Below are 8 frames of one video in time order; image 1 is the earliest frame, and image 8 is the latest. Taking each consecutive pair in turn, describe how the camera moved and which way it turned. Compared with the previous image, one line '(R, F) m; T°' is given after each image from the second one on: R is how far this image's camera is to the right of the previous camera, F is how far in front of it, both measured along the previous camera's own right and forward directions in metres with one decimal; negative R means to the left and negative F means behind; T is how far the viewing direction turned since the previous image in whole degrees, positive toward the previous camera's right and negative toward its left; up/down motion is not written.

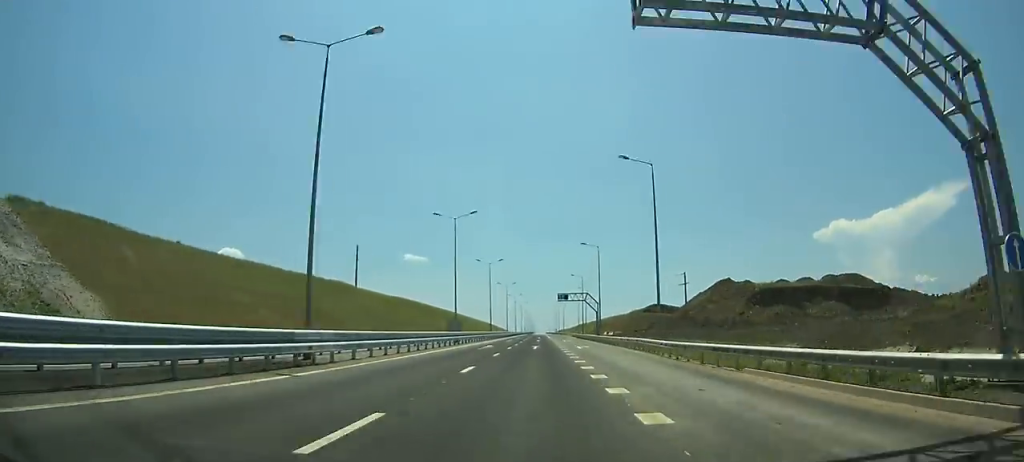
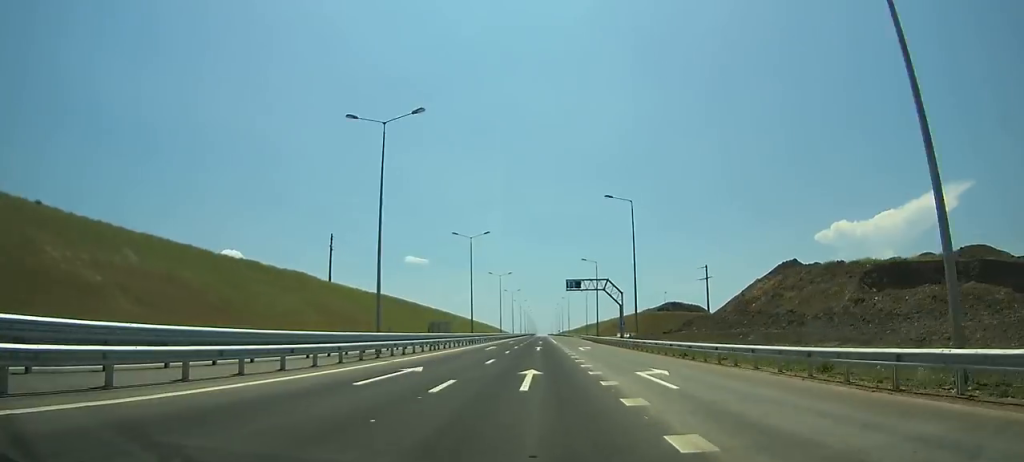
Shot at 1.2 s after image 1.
(0.0, +29.7) m; 0°
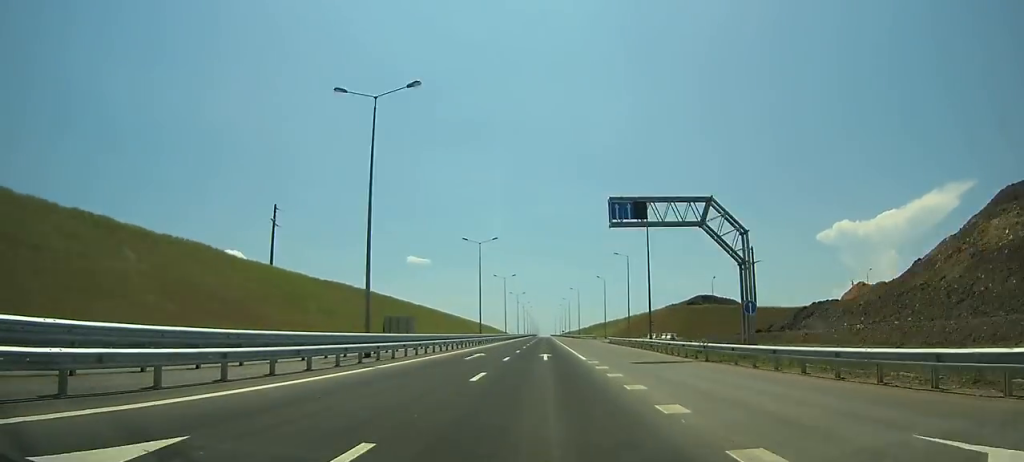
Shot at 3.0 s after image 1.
(0.0, +45.0) m; 0°
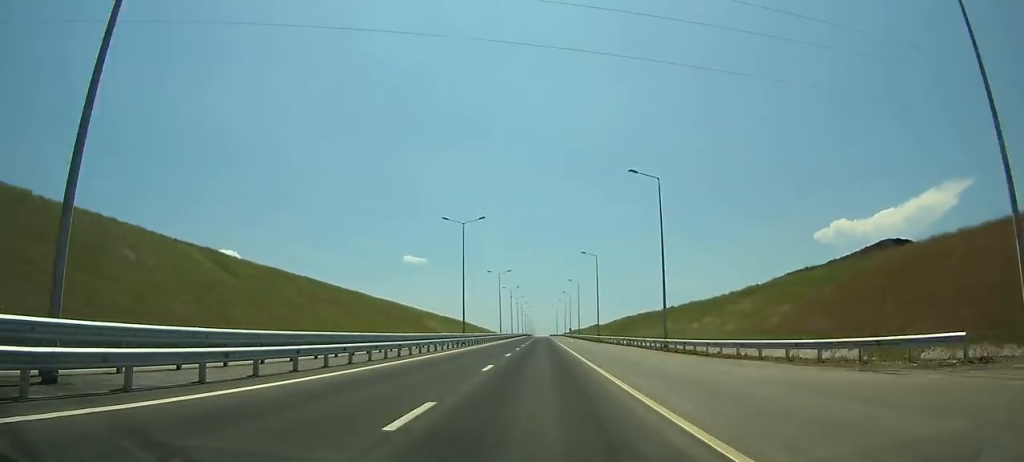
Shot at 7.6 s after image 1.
(0.0, +115.9) m; 0°
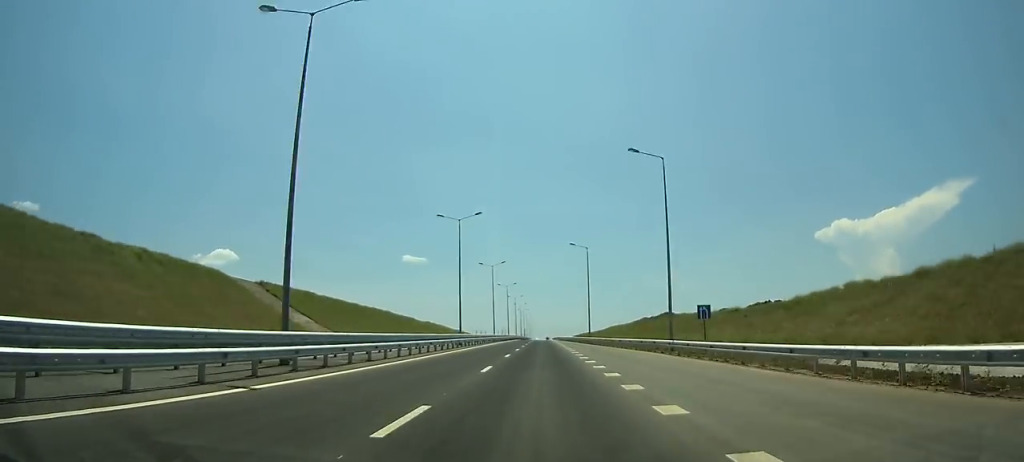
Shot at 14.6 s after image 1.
(+0.1, +179.2) m; 0°
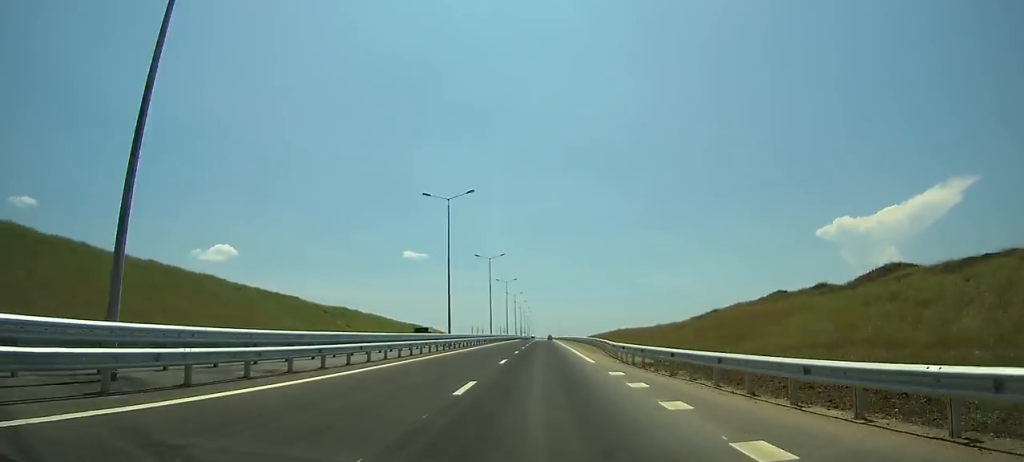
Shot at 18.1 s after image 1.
(0.0, +90.4) m; 0°
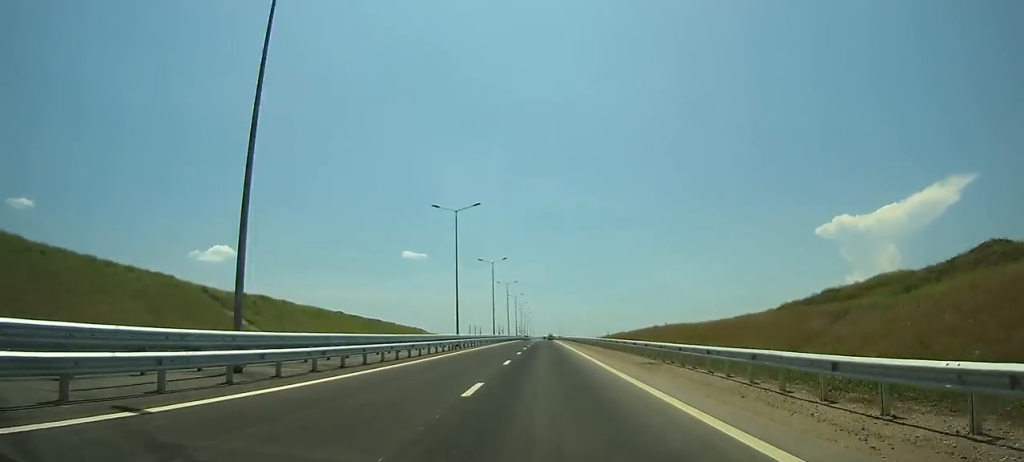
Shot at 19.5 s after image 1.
(0.0, +36.4) m; 0°
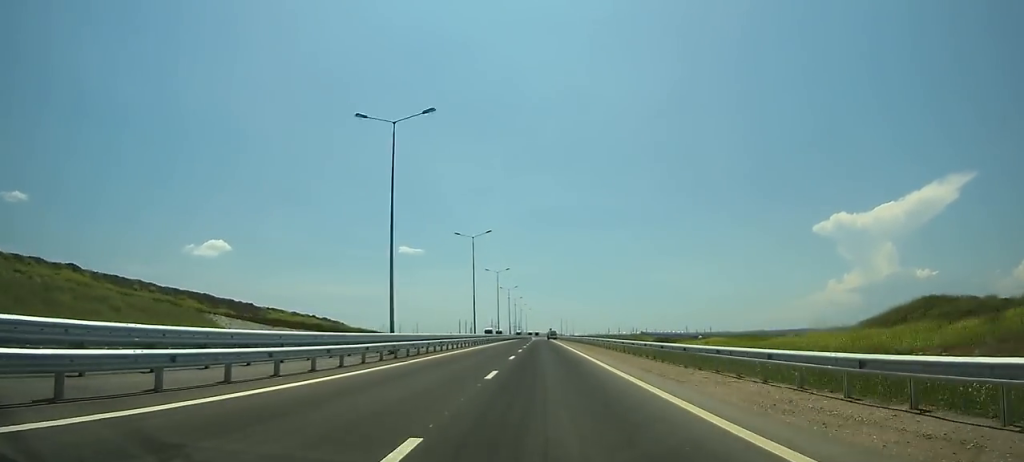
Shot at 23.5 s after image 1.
(-0.2, +104.1) m; 0°
